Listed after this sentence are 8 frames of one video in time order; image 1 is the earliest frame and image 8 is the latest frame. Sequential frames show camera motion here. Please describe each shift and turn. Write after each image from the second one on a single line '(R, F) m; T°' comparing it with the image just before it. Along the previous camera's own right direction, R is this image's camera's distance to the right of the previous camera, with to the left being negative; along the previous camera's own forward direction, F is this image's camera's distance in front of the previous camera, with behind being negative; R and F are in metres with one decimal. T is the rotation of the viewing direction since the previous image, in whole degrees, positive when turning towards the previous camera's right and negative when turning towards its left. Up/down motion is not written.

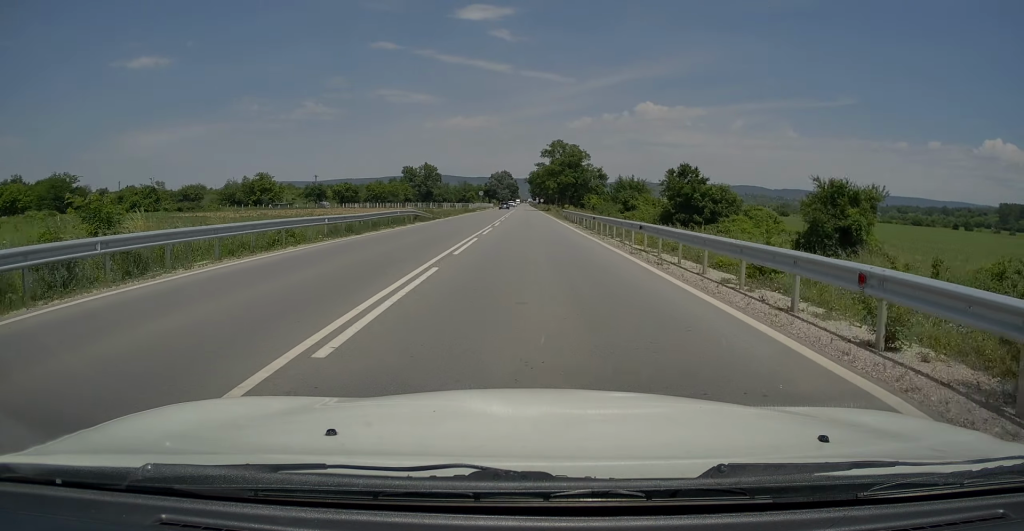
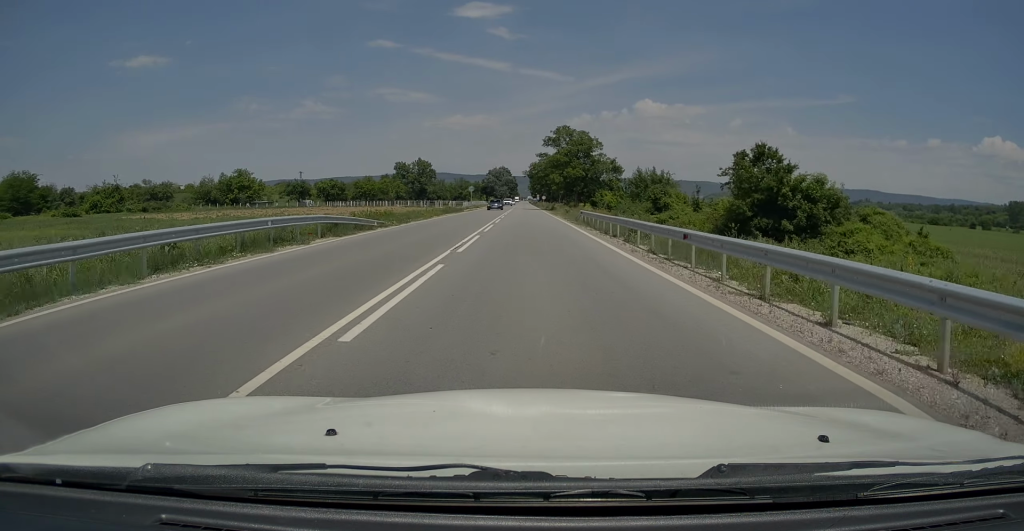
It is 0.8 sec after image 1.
(0.0, +17.0) m; 0°
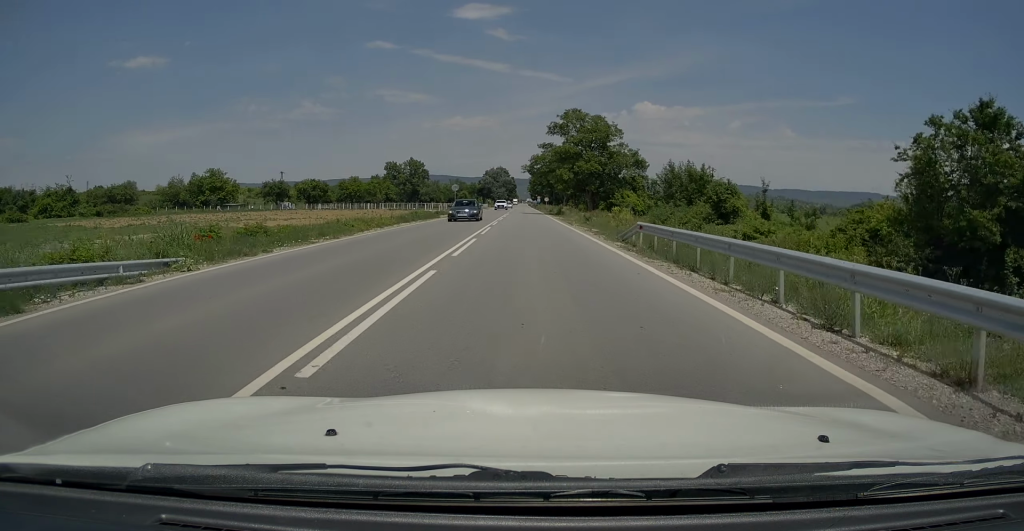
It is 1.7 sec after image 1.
(0.0, +18.5) m; 0°
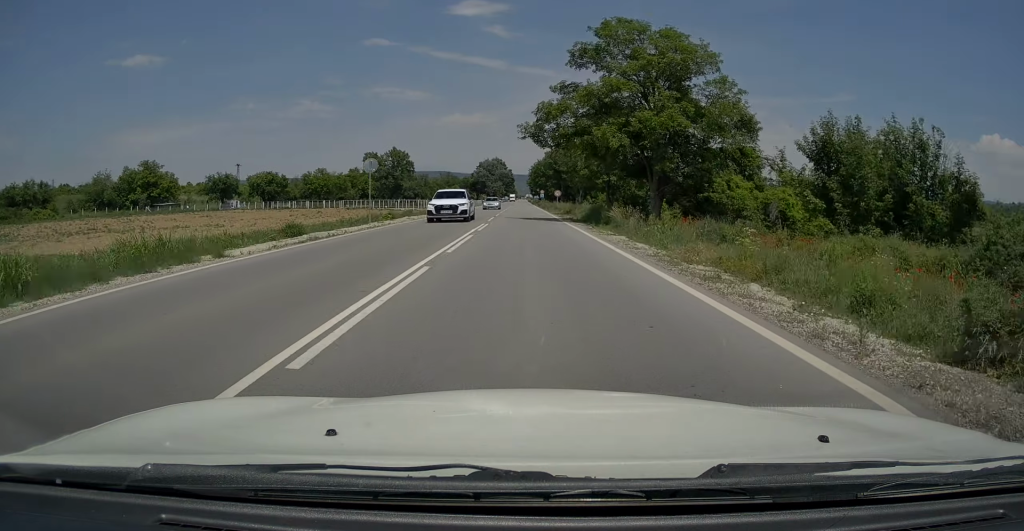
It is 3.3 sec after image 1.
(-0.1, +34.7) m; 0°
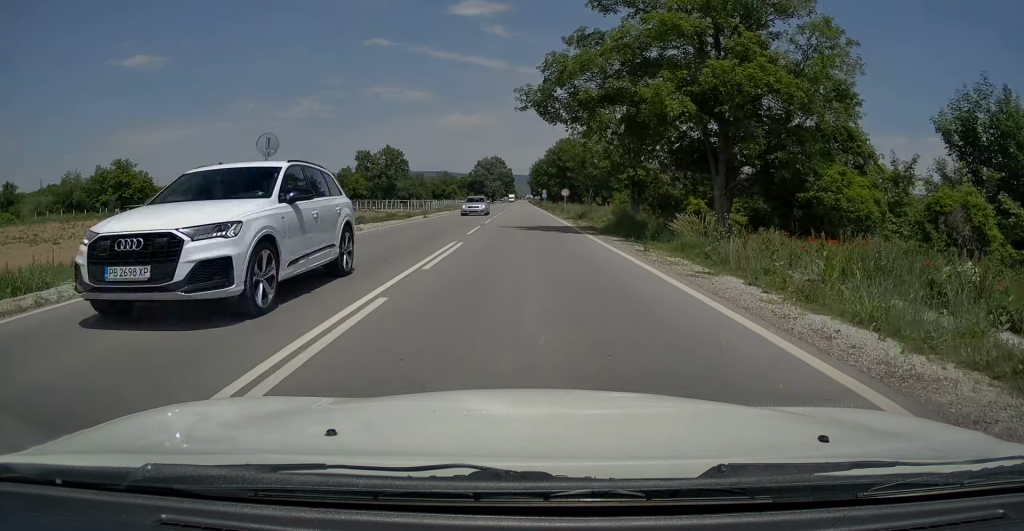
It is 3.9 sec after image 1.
(+0.1, +11.9) m; 0°
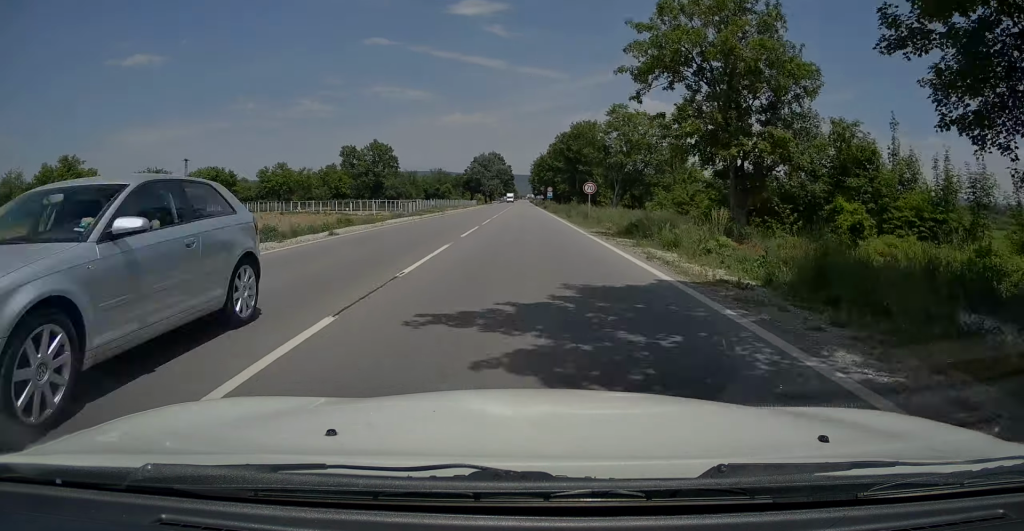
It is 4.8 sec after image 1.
(0.0, +20.0) m; 0°
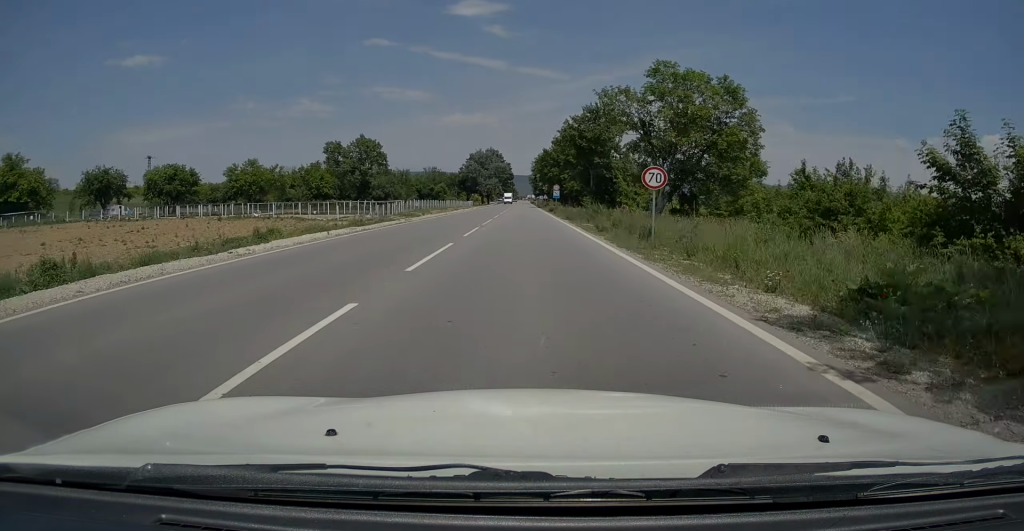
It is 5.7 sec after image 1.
(0.0, +17.6) m; 0°
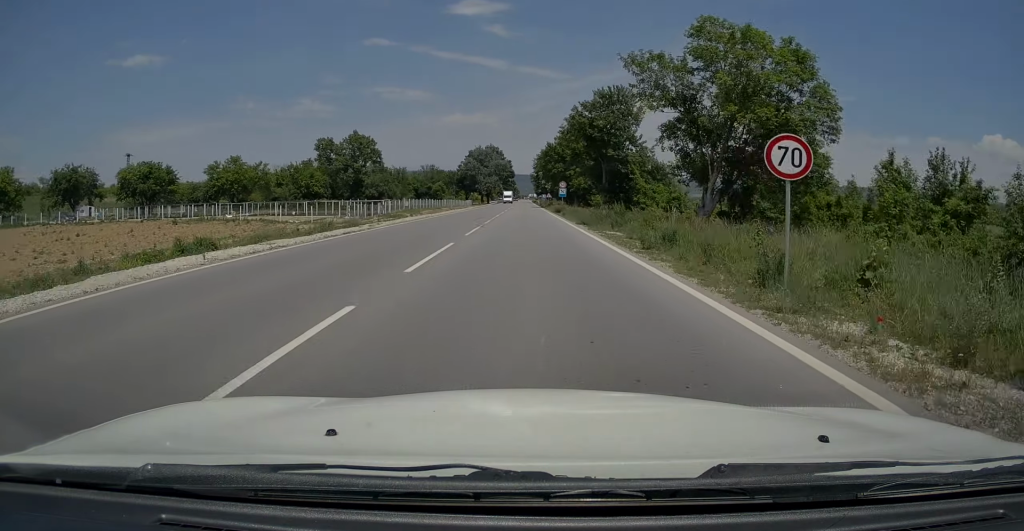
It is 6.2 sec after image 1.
(0.0, +9.4) m; 0°
